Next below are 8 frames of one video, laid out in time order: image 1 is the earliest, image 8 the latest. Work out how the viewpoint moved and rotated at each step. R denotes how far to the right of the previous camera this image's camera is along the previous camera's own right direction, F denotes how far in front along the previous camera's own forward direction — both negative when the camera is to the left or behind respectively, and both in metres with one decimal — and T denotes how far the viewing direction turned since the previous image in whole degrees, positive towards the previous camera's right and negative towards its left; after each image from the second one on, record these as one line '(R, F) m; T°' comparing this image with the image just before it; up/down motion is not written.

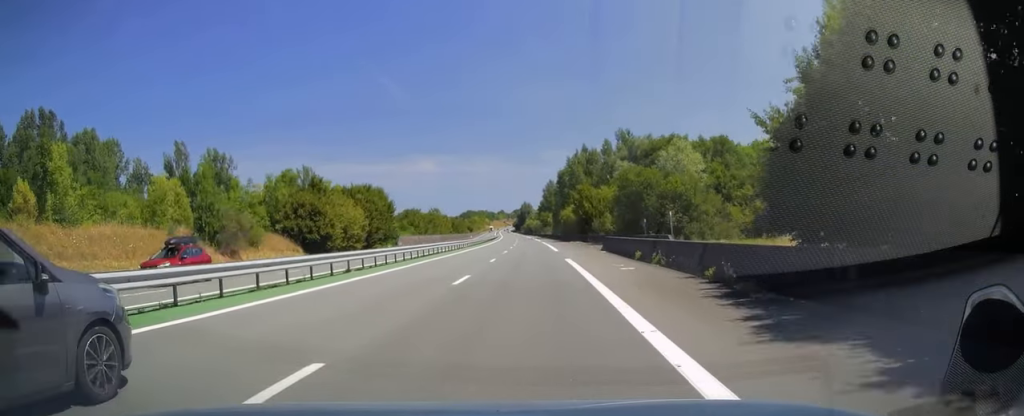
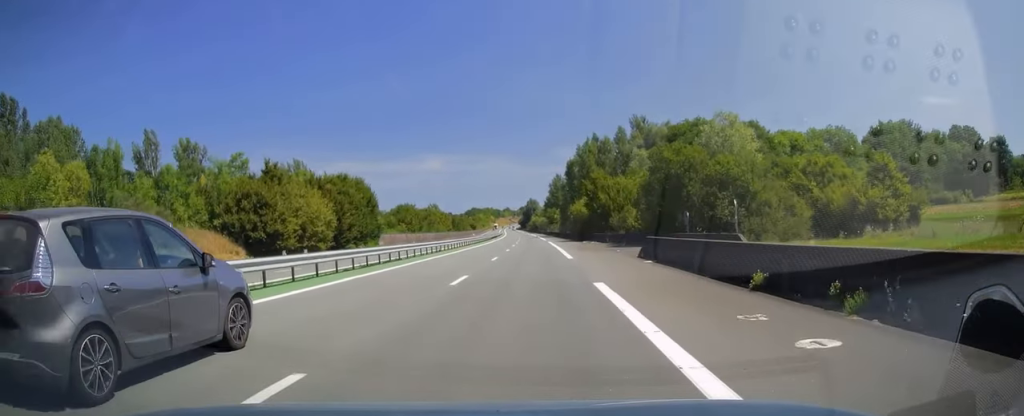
(0.0, +13.8) m; 0°
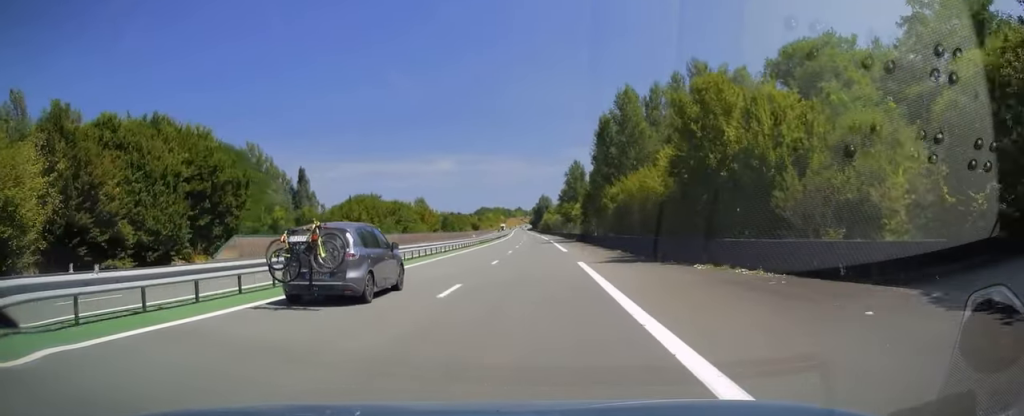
(-1.0, +41.8) m; -2°
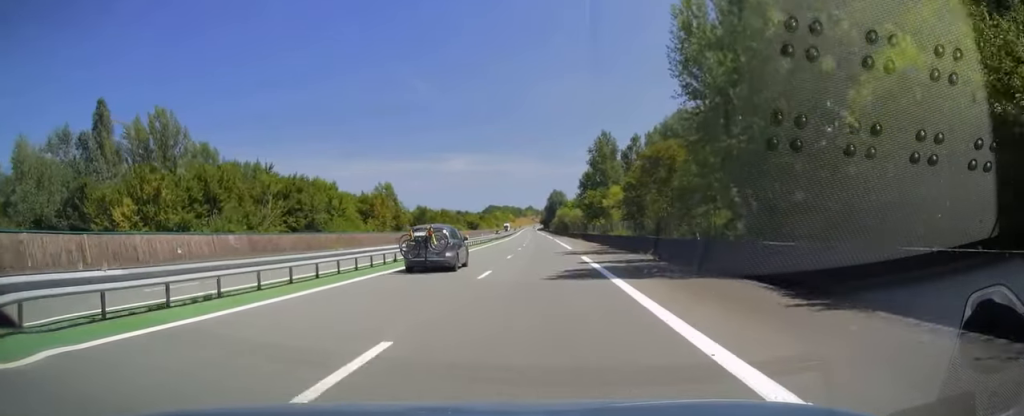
(-0.1, +47.6) m; -1°
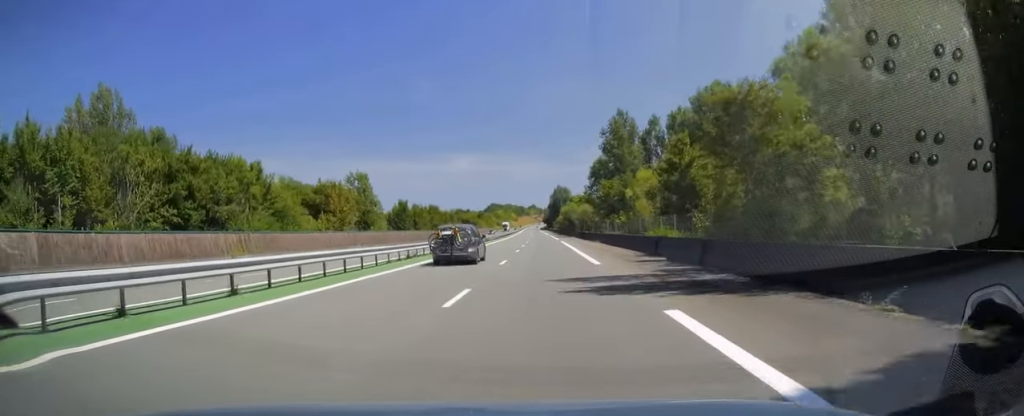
(-0.2, +19.7) m; -1°
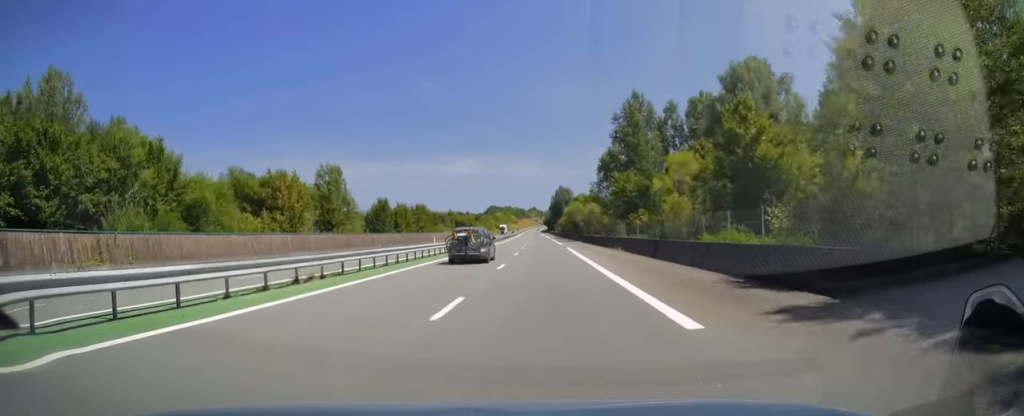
(-0.1, +14.2) m; 0°
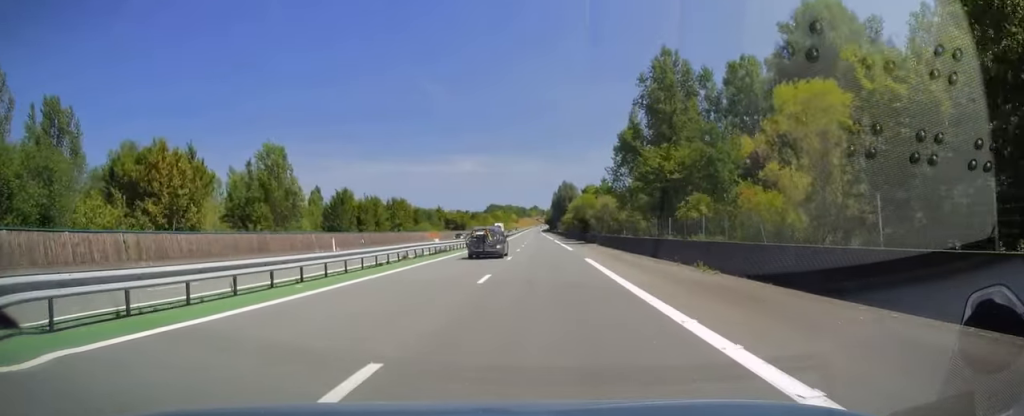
(0.0, +19.7) m; 0°
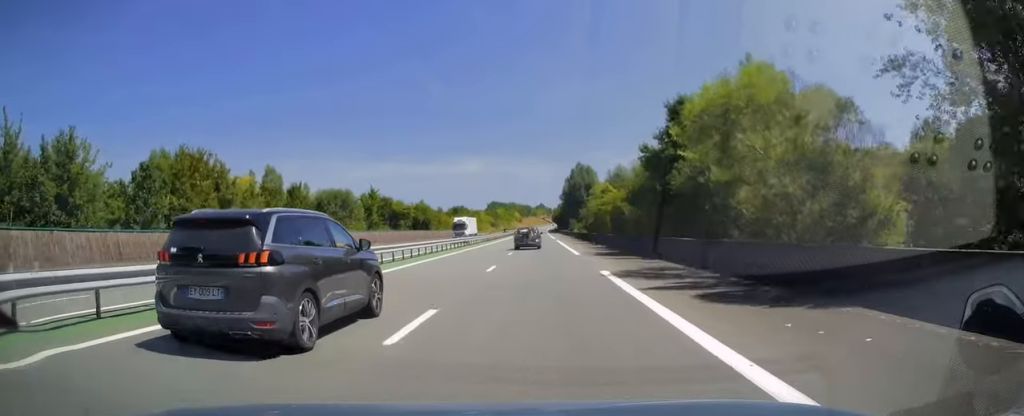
(-0.2, +60.9) m; 0°
